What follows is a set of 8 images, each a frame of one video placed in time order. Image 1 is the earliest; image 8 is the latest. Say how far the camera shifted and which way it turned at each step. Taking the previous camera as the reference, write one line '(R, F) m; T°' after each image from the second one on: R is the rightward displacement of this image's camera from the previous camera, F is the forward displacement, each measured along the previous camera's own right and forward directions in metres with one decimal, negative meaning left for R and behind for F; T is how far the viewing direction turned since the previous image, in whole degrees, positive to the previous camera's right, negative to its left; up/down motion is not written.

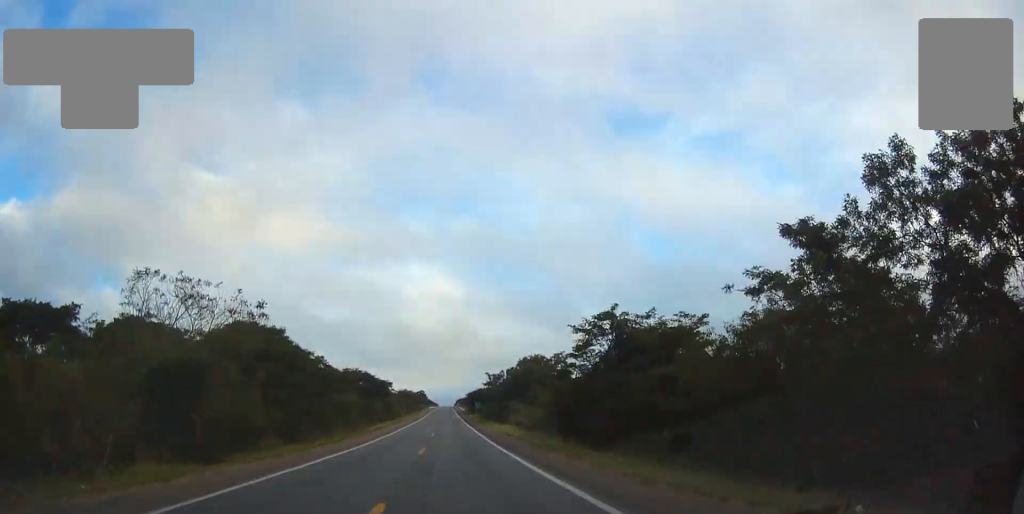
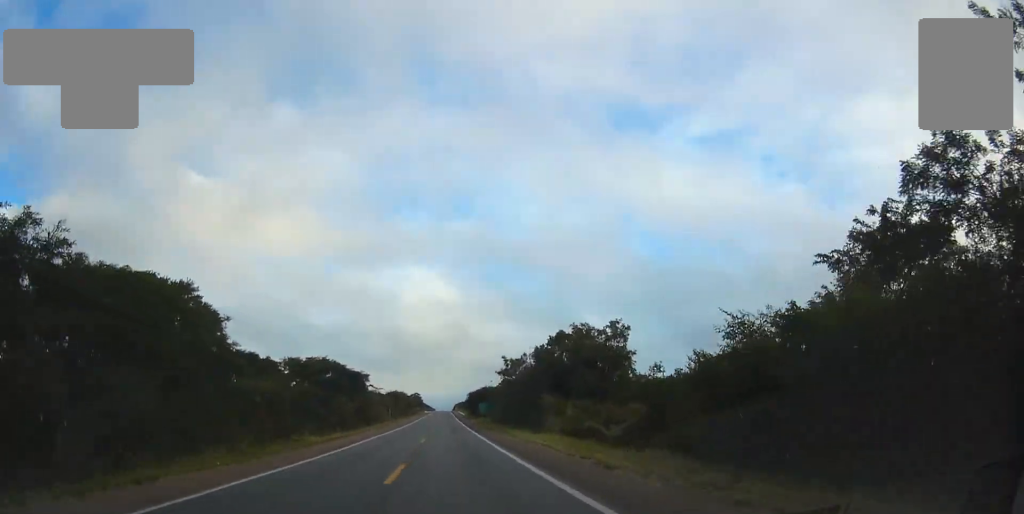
(0.0, +25.7) m; 0°
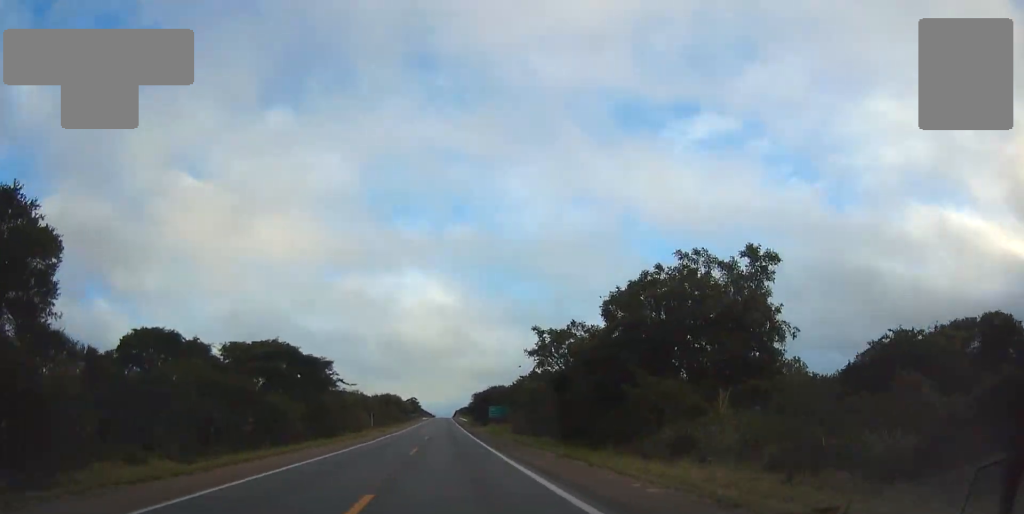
(-0.4, +22.2) m; -1°
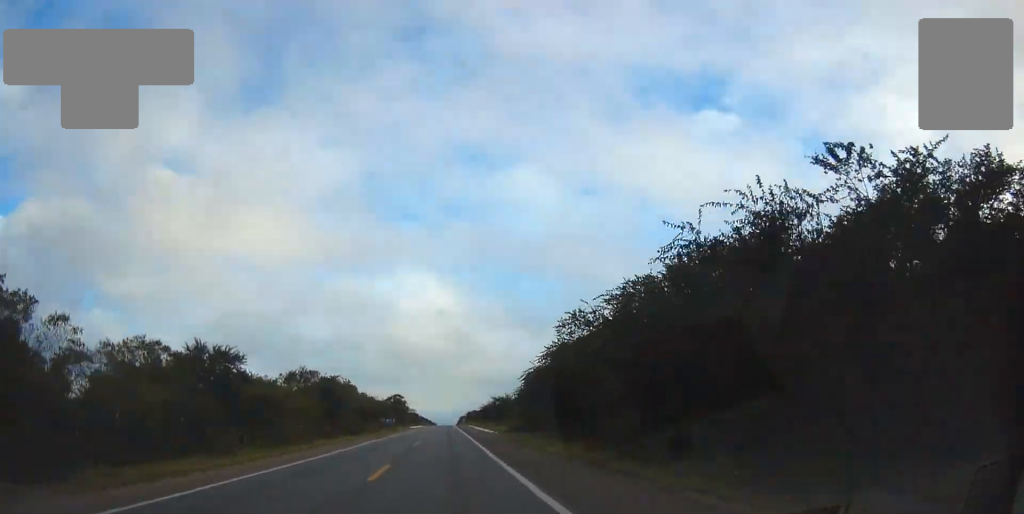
(+0.3, +73.8) m; 0°
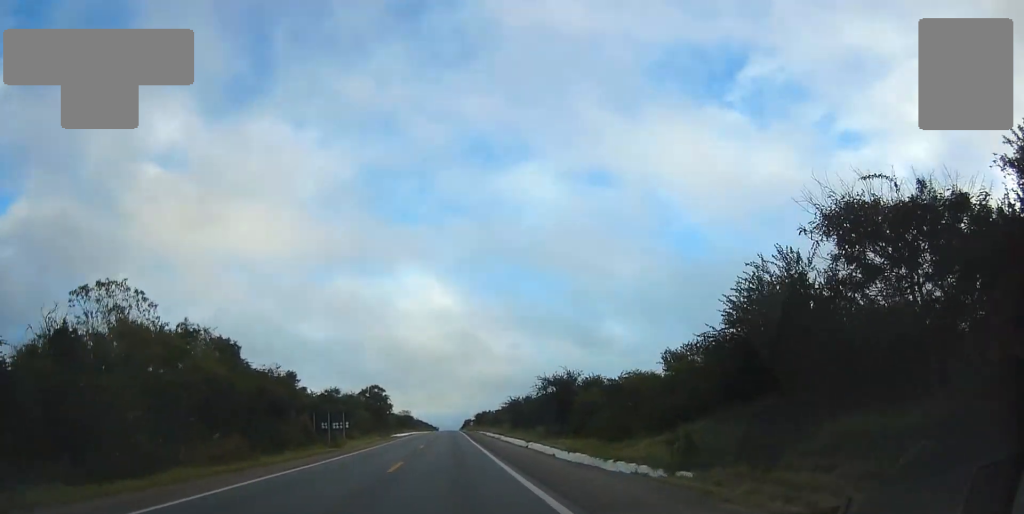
(0.0, +45.5) m; 0°
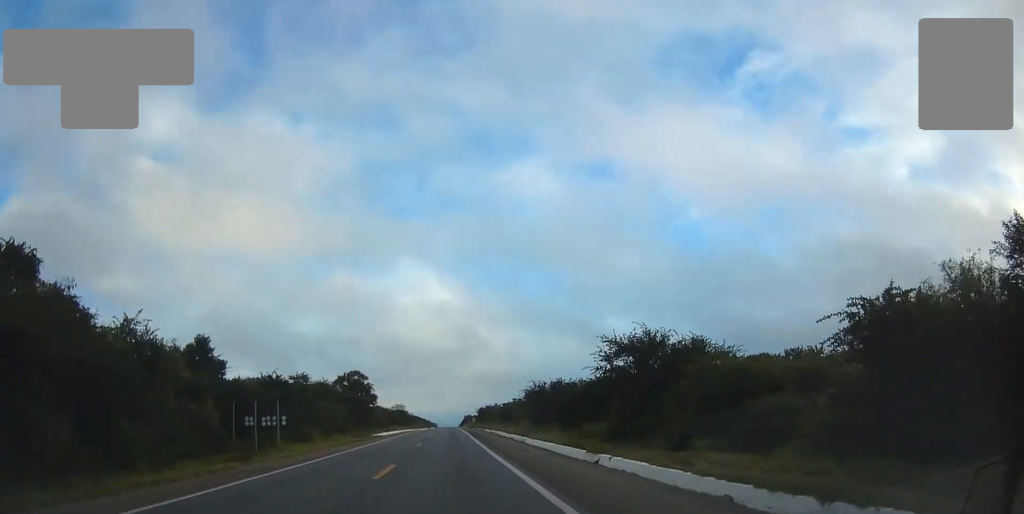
(+0.1, +19.0) m; 0°
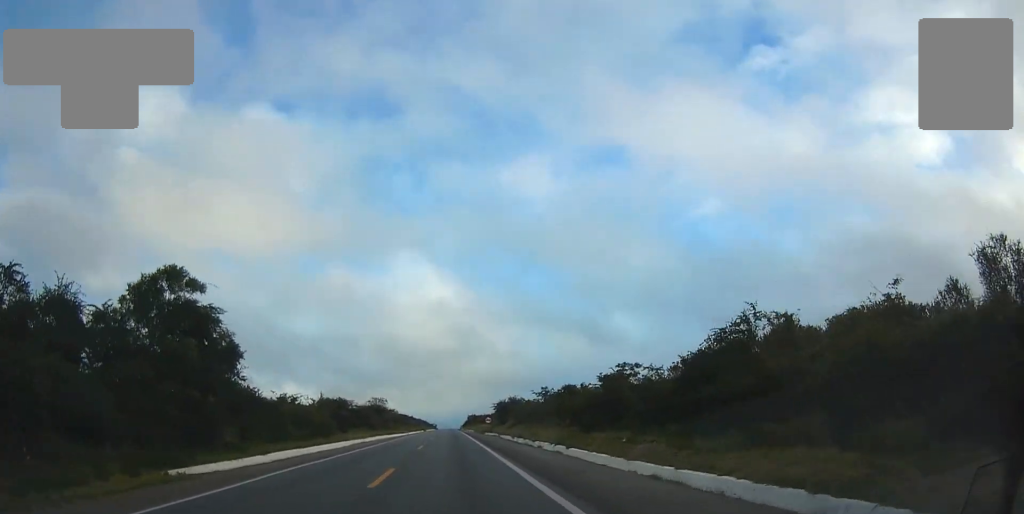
(0.0, +49.9) m; +1°
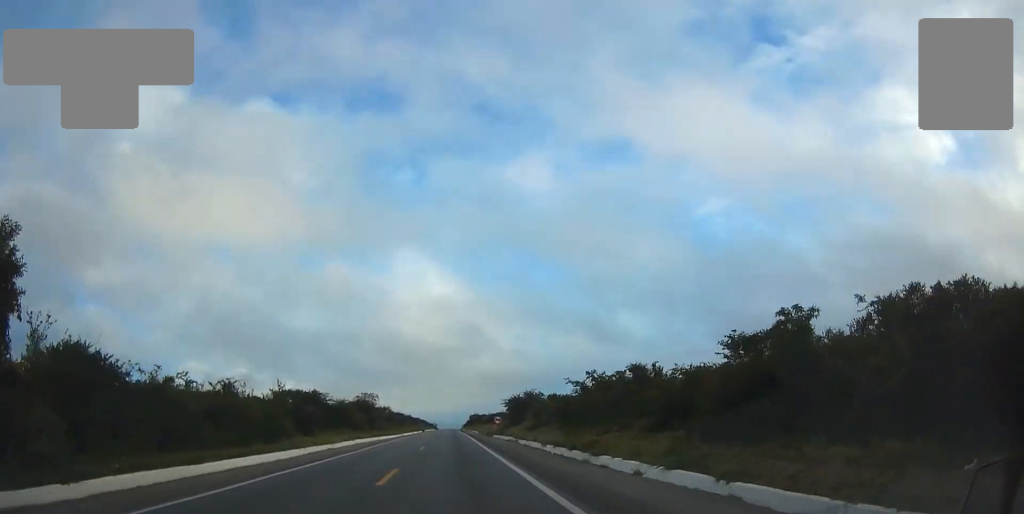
(0.0, +15.9) m; 0°
